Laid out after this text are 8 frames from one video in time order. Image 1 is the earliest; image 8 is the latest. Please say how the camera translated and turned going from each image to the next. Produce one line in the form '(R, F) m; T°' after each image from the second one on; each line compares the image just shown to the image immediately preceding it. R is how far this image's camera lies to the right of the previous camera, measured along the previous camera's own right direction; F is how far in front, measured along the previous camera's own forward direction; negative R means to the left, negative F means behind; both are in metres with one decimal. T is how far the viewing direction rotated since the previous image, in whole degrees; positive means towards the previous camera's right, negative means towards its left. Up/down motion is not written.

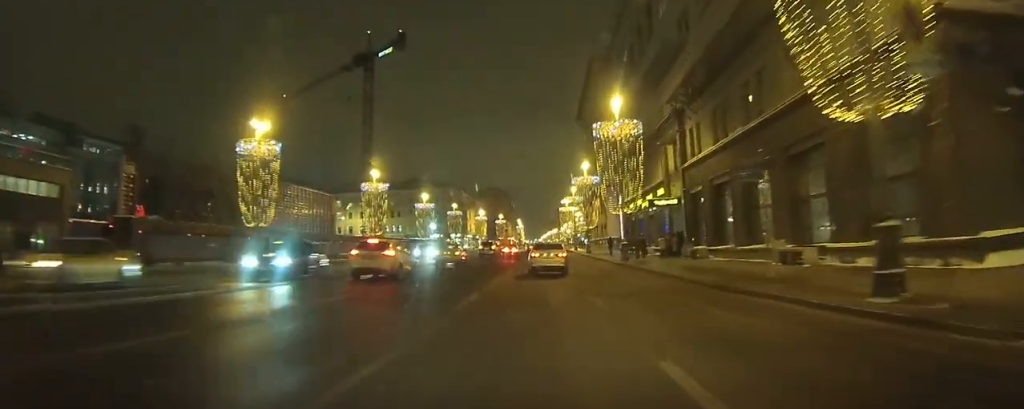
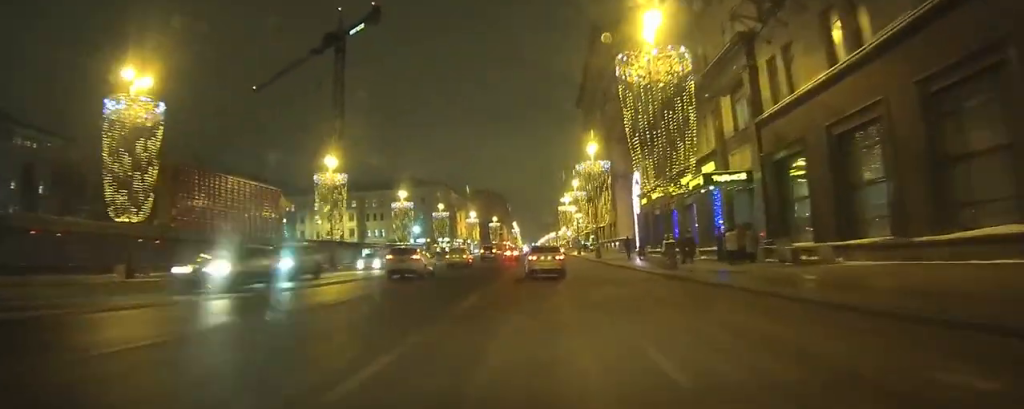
(-1.0, +15.6) m; -6°
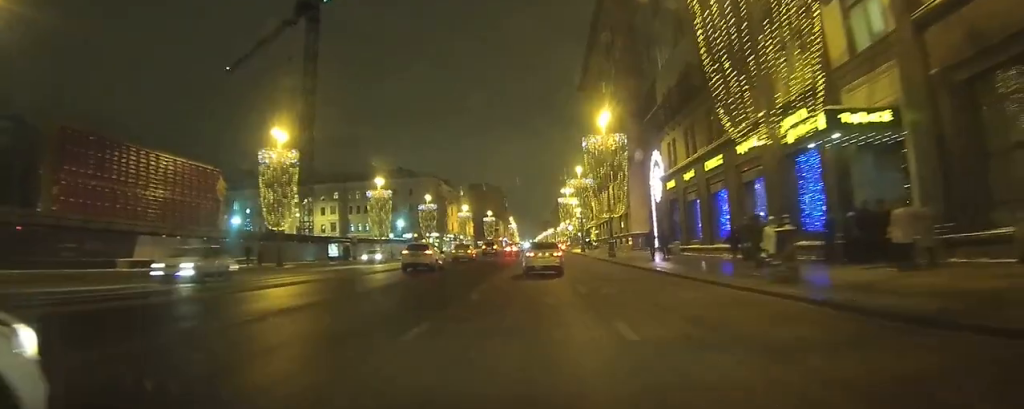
(-0.2, +12.7) m; 0°
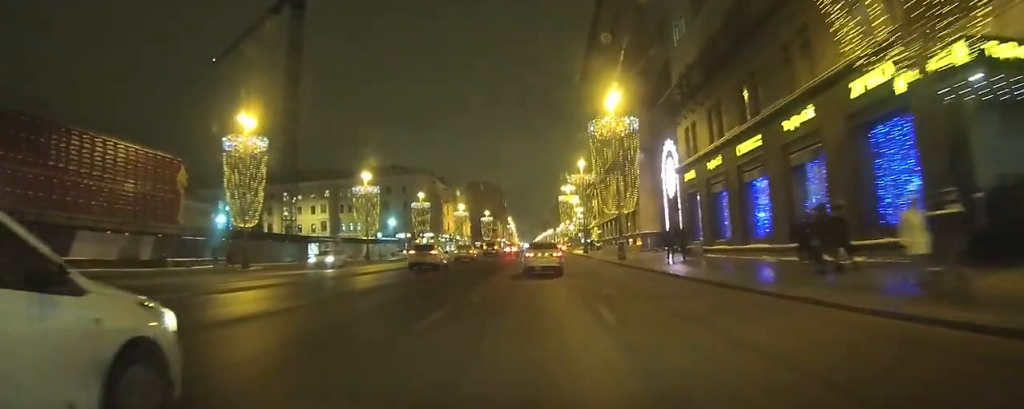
(0.0, +6.1) m; 0°
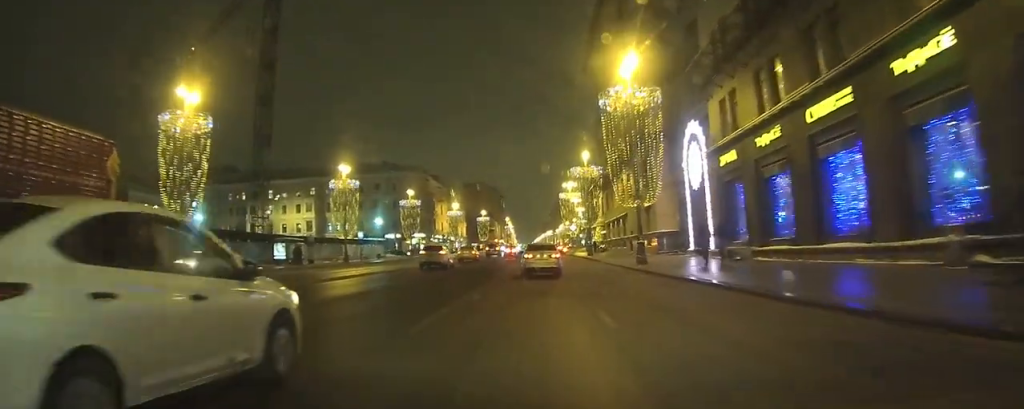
(+0.1, +8.6) m; -1°
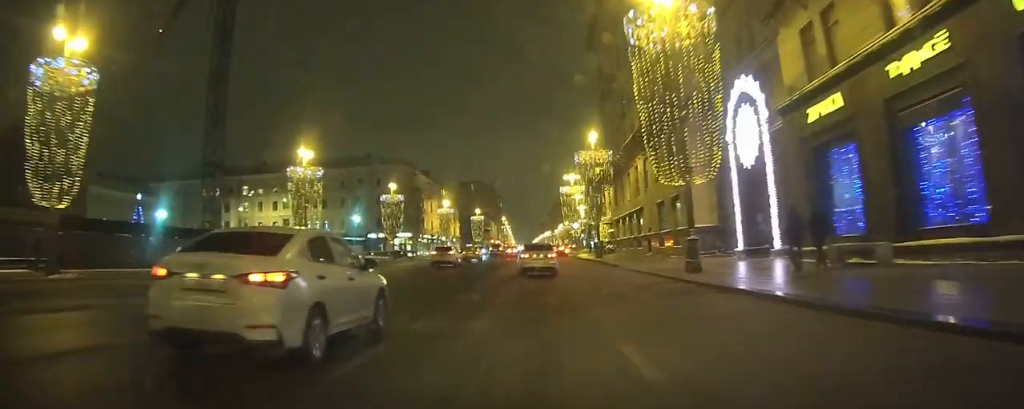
(-0.2, +11.7) m; -3°
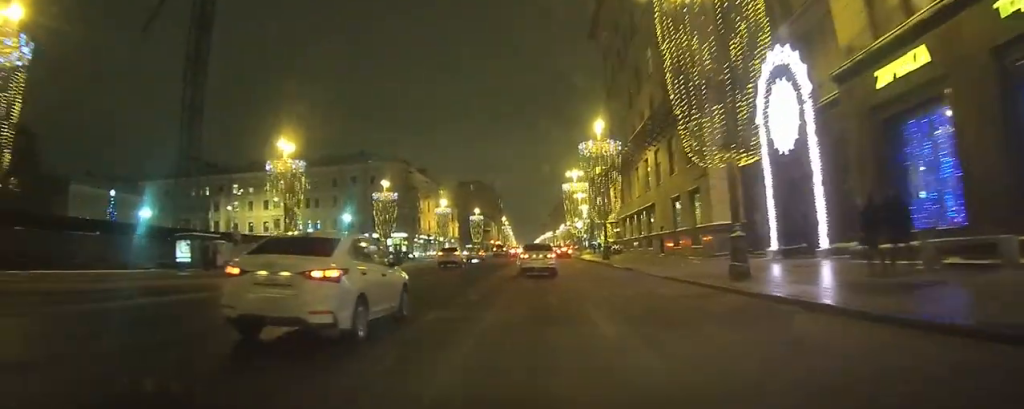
(-0.1, +5.0) m; -1°
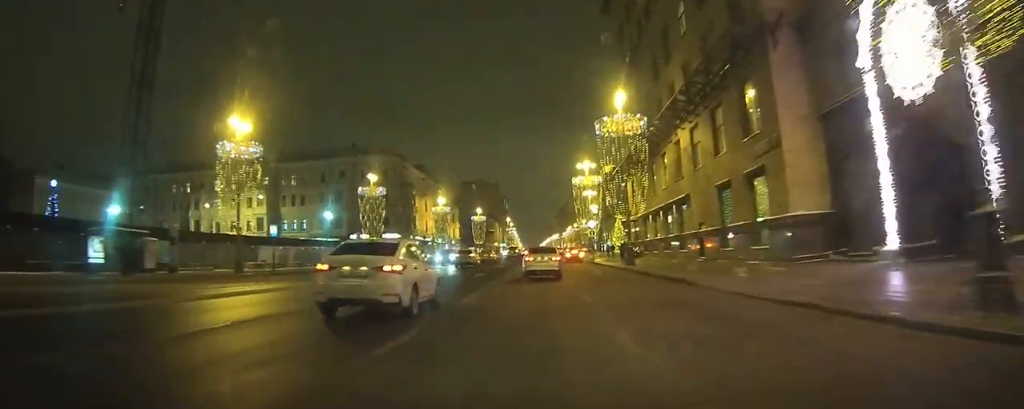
(-0.2, +9.9) m; -1°
